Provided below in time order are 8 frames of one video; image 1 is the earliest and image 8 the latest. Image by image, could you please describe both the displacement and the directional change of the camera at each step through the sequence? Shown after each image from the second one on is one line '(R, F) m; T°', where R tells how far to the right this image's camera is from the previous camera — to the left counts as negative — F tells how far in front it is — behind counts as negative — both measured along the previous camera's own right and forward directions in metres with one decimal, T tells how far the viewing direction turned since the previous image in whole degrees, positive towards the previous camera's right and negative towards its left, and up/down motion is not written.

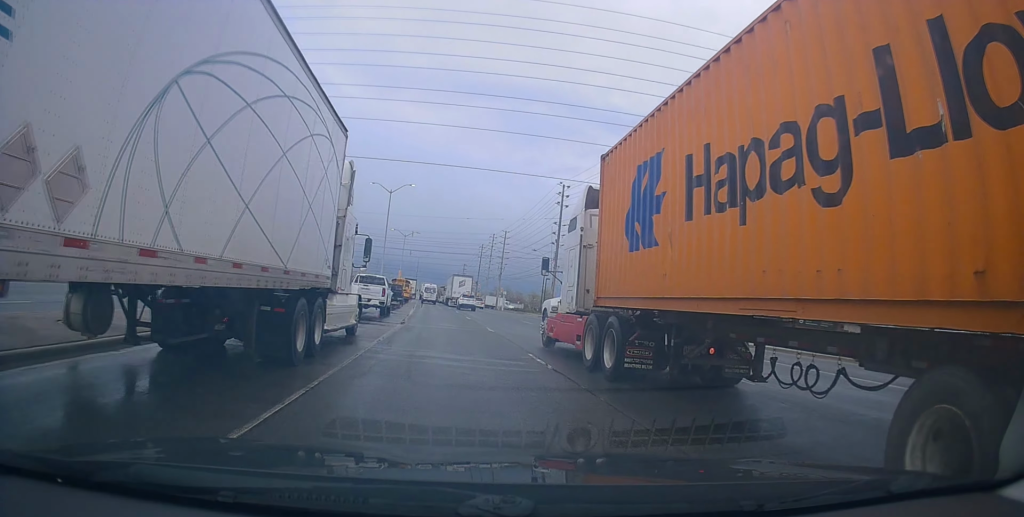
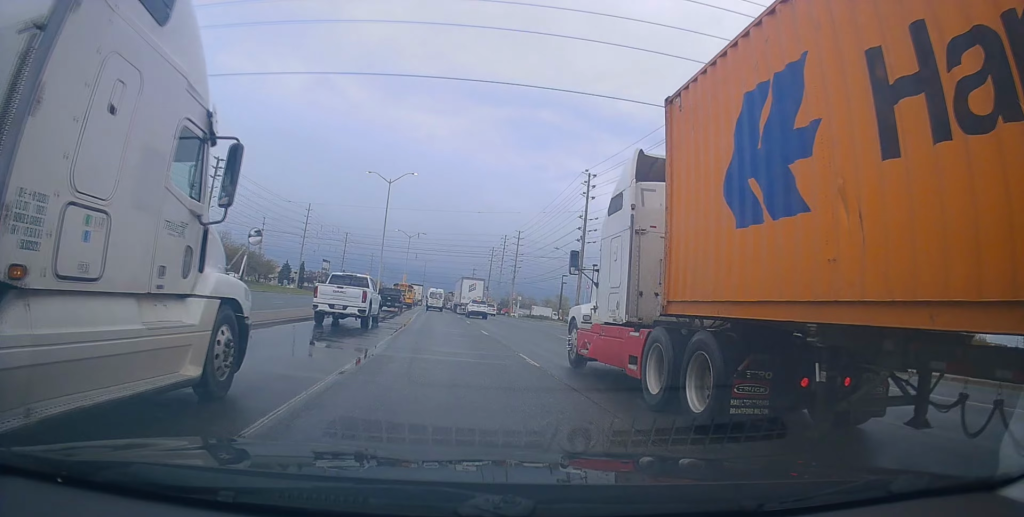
(+0.3, +10.2) m; +2°
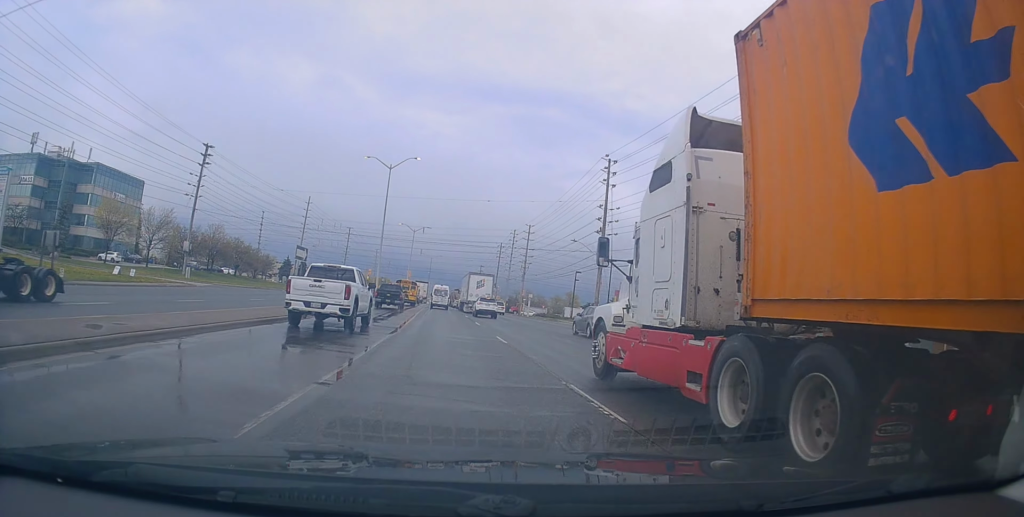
(0.0, +5.7) m; +1°
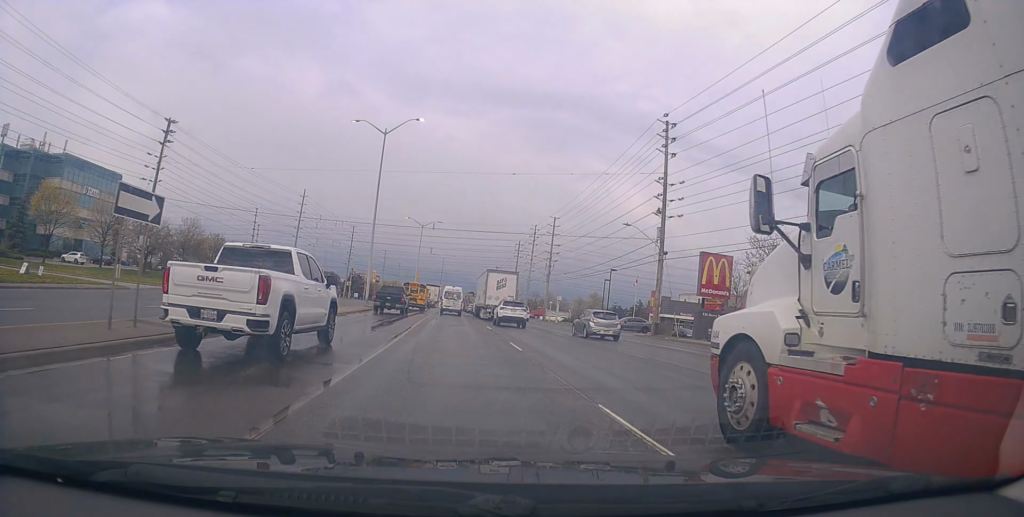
(+0.4, +13.4) m; -3°
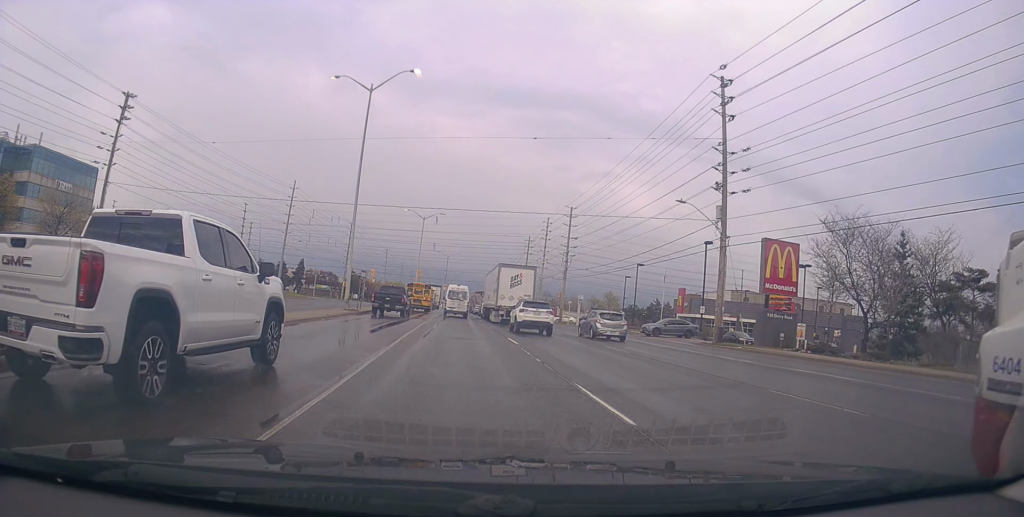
(-1.0, +9.5) m; -2°
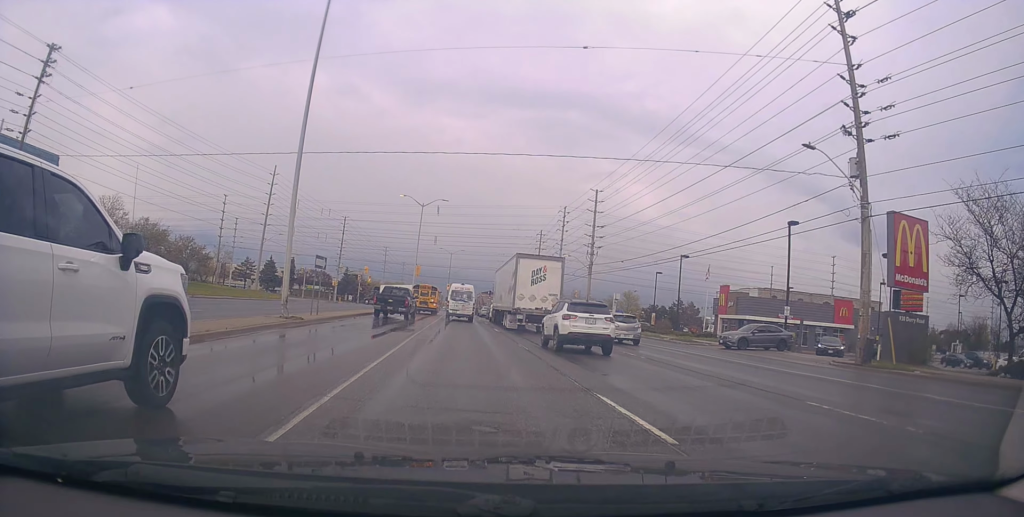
(+0.7, +12.9) m; +1°
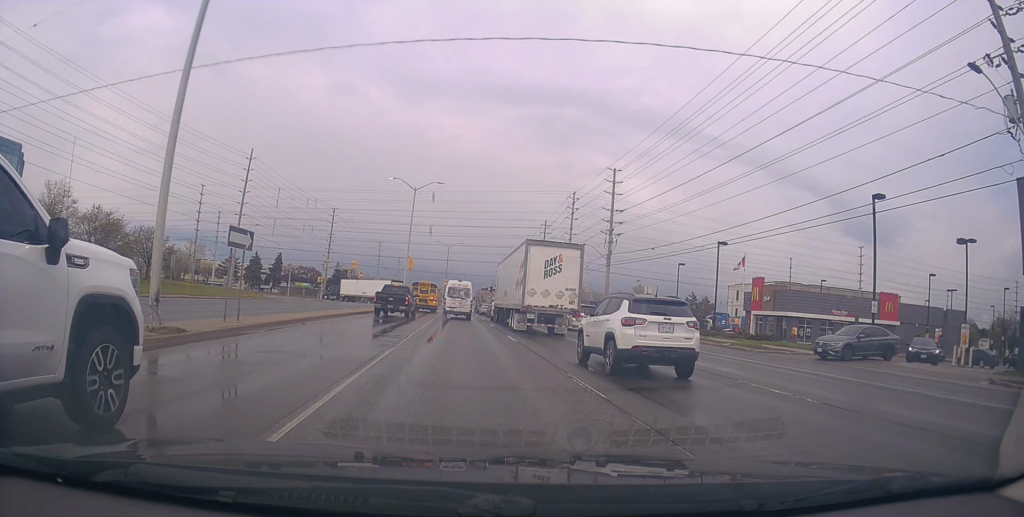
(-0.3, +9.6) m; 0°
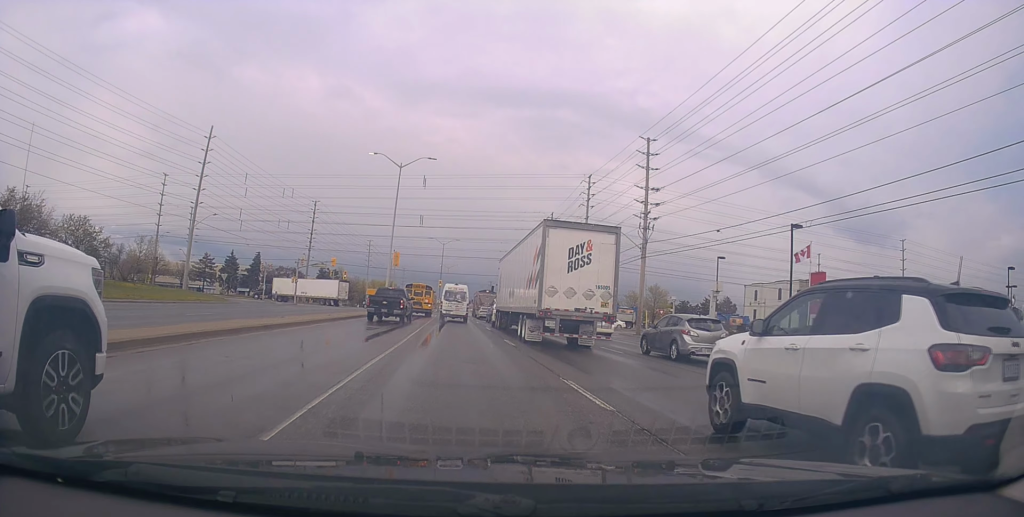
(+0.3, +12.7) m; +1°
